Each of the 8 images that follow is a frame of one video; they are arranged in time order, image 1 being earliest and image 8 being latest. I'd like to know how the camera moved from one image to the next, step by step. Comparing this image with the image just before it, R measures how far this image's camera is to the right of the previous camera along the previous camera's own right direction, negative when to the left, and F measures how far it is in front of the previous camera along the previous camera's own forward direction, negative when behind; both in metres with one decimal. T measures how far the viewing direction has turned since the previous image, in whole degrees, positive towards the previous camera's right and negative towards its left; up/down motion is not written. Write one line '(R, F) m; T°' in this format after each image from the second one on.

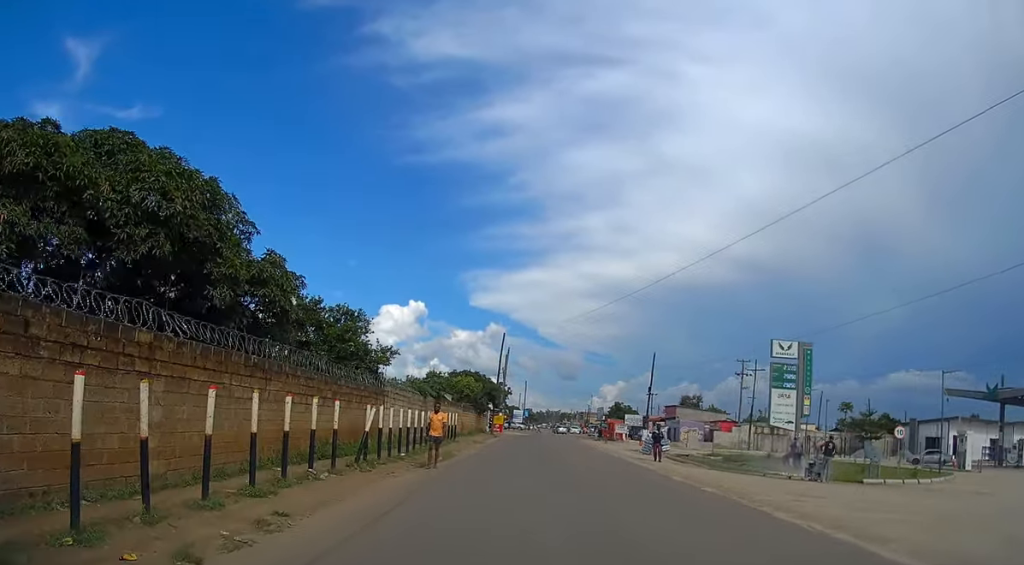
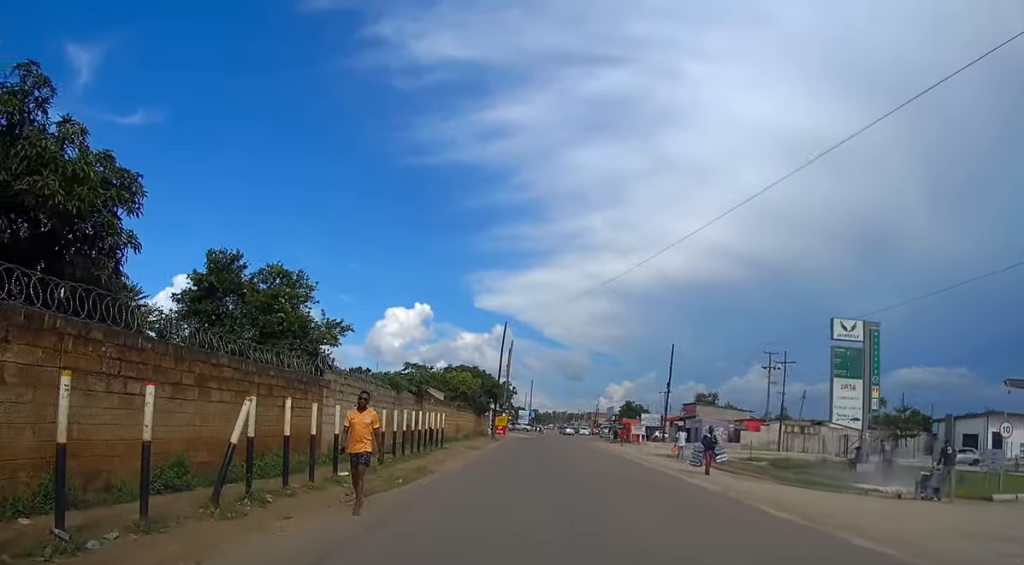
(0.0, +8.0) m; -1°
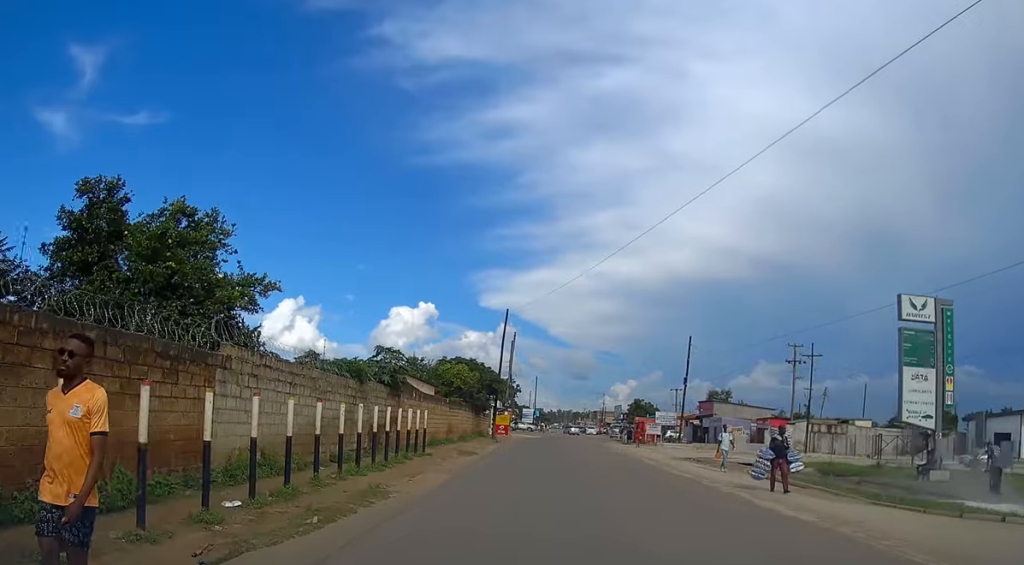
(-0.1, +6.2) m; 0°
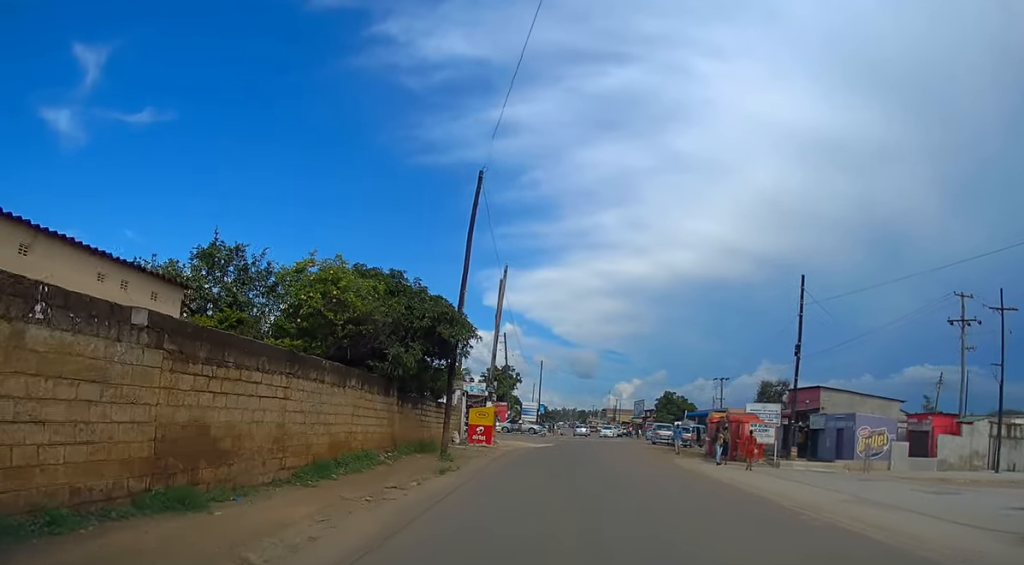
(0.0, +29.7) m; -1°
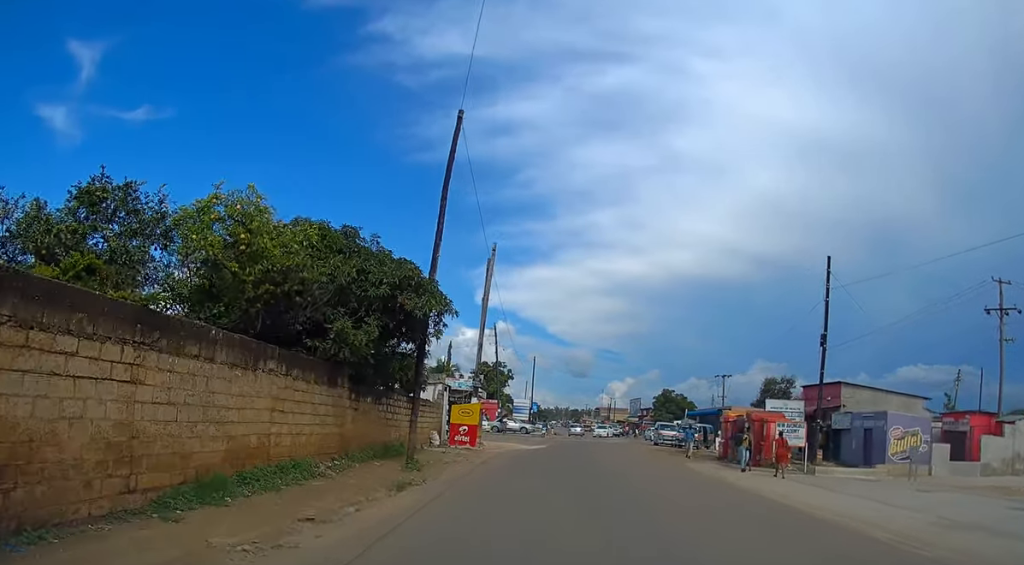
(-0.1, +4.9) m; 0°
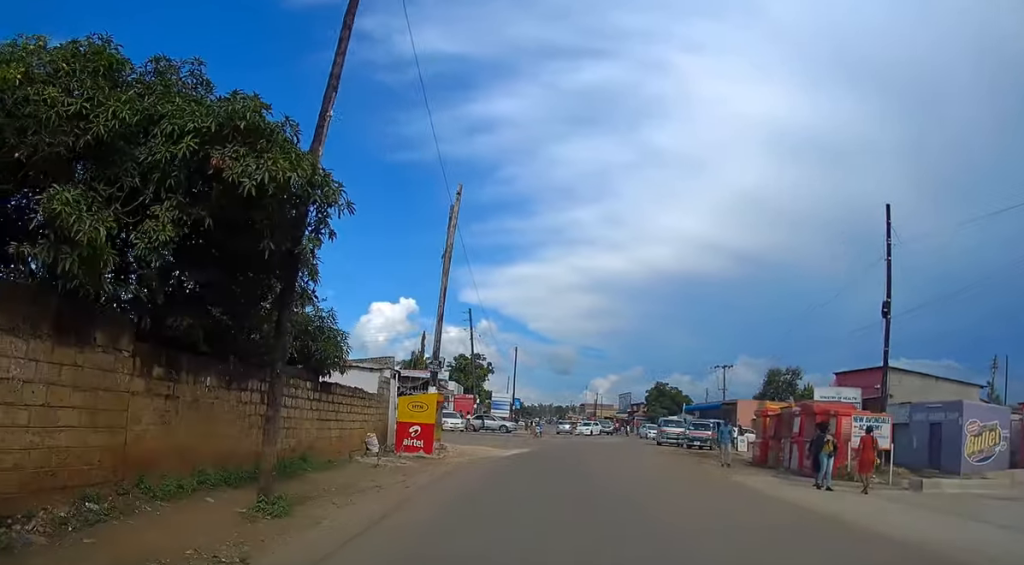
(+0.1, +8.6) m; +1°
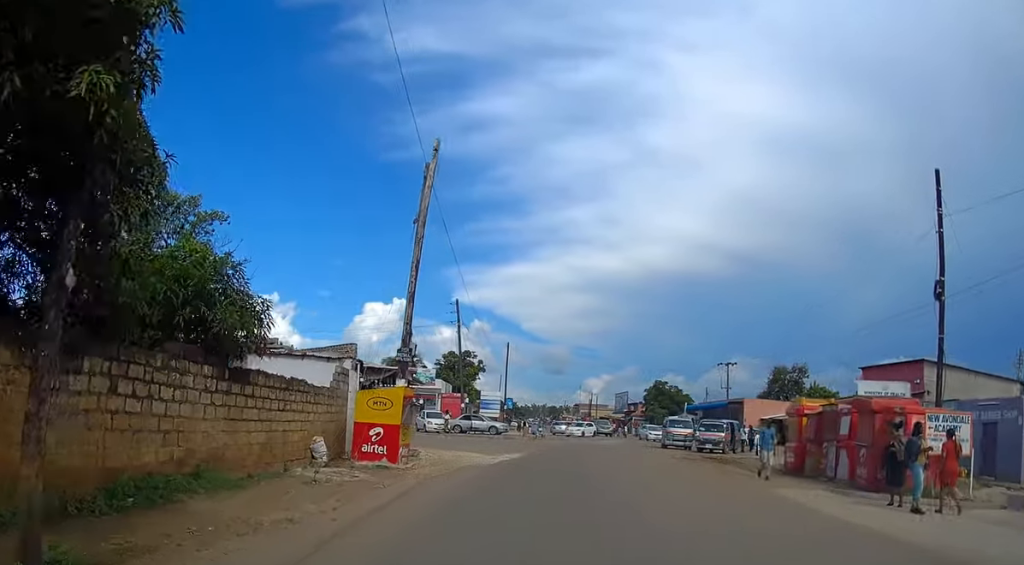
(0.0, +4.7) m; +1°
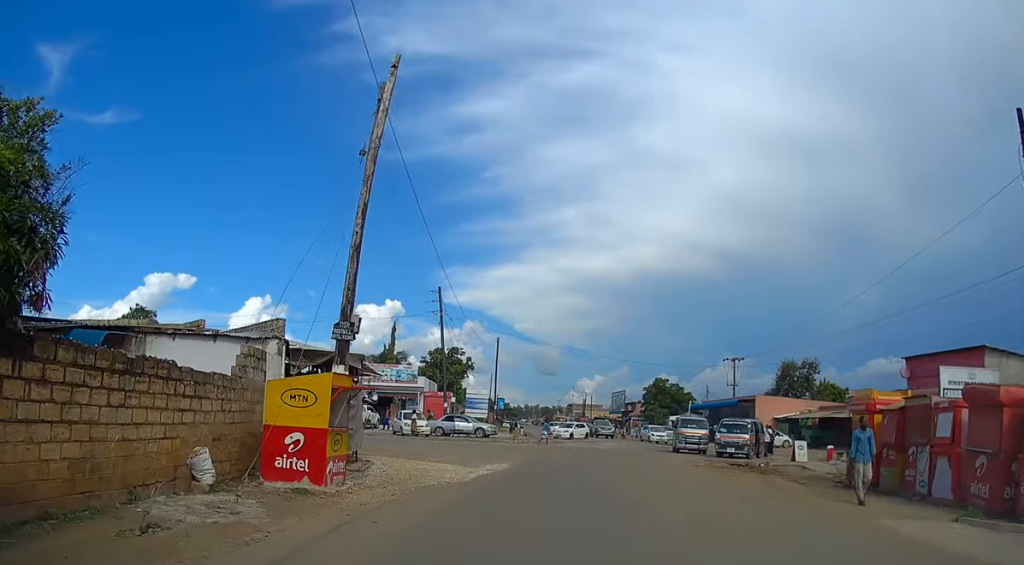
(+0.1, +5.8) m; +1°
